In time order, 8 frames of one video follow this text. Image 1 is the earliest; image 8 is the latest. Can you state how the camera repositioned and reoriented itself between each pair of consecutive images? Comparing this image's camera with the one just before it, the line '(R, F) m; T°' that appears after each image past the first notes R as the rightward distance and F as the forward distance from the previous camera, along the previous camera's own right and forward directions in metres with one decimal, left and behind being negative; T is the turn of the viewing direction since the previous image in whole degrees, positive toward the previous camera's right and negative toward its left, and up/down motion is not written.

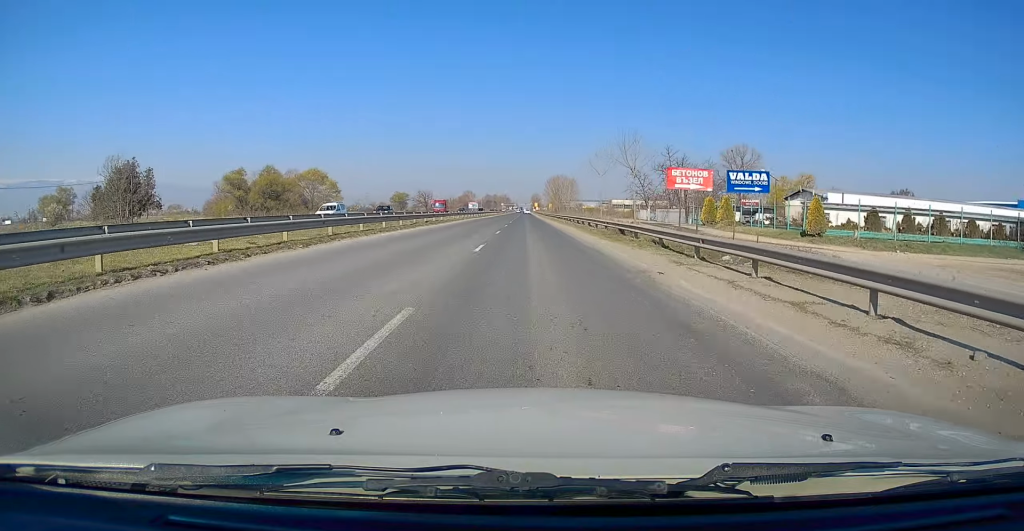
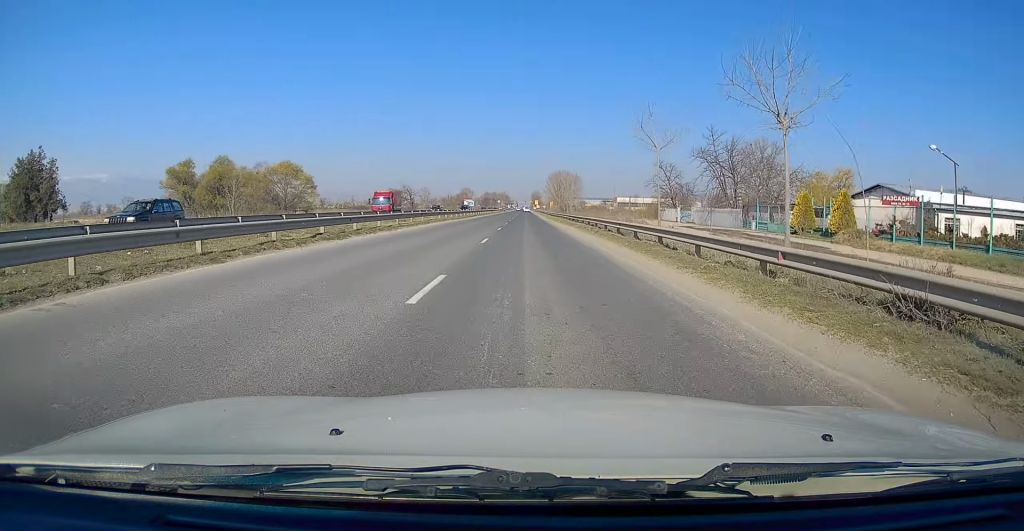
(-0.1, +20.6) m; 0°
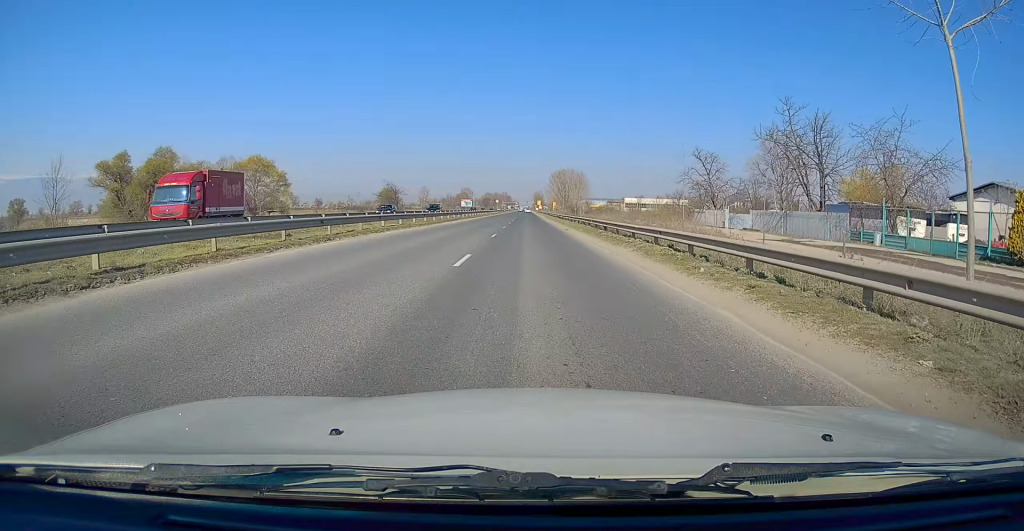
(0.0, +19.4) m; 0°
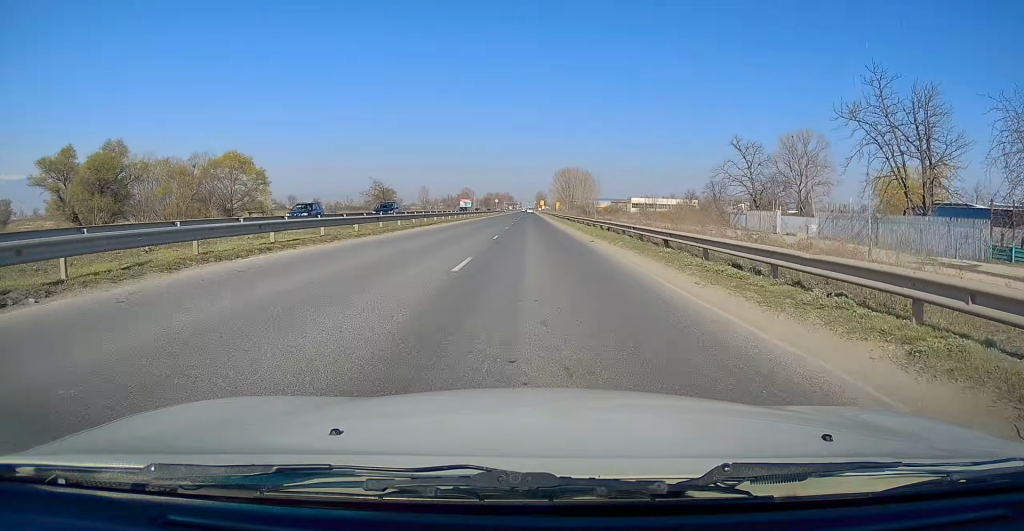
(-0.1, +13.0) m; 0°
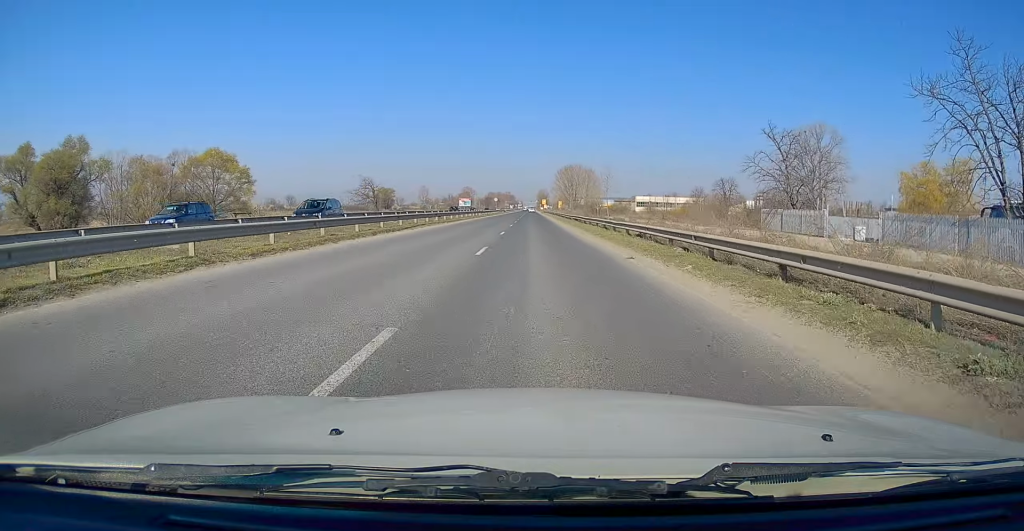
(+0.2, +8.2) m; 0°
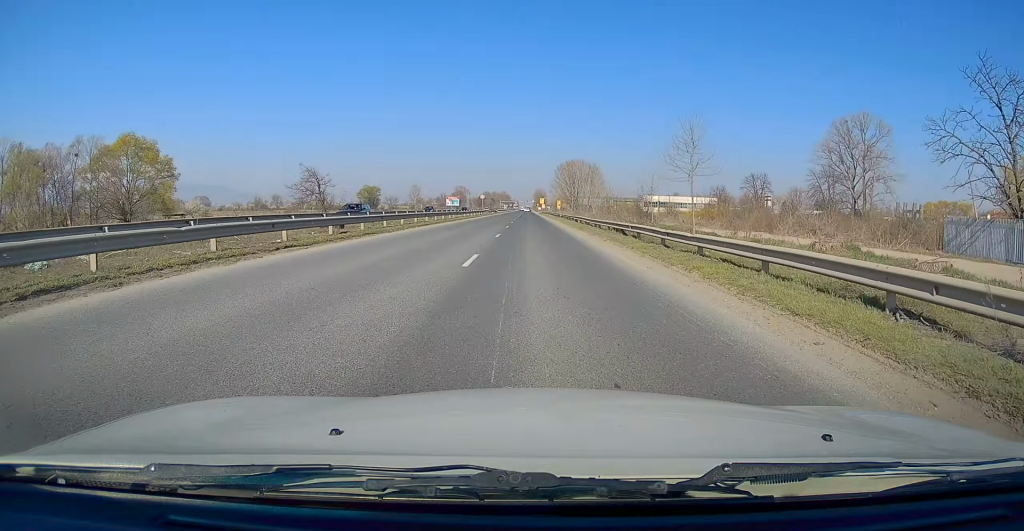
(-0.2, +27.1) m; +1°
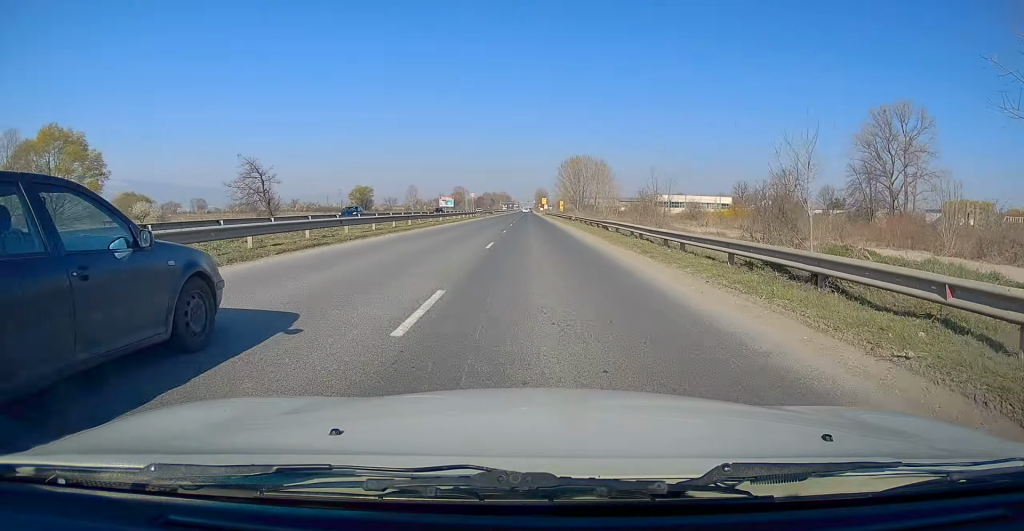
(+0.4, +18.2) m; +1°
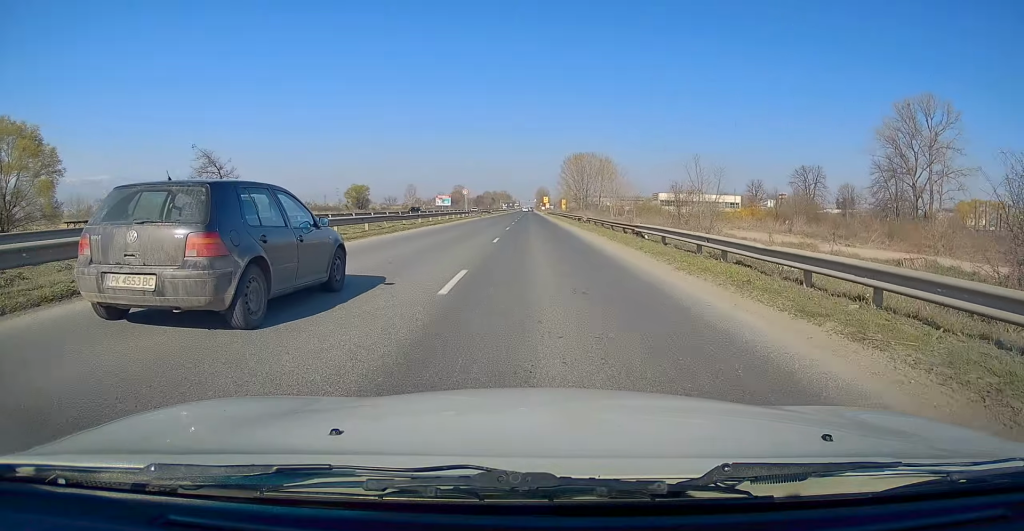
(+0.1, +9.4) m; -1°
